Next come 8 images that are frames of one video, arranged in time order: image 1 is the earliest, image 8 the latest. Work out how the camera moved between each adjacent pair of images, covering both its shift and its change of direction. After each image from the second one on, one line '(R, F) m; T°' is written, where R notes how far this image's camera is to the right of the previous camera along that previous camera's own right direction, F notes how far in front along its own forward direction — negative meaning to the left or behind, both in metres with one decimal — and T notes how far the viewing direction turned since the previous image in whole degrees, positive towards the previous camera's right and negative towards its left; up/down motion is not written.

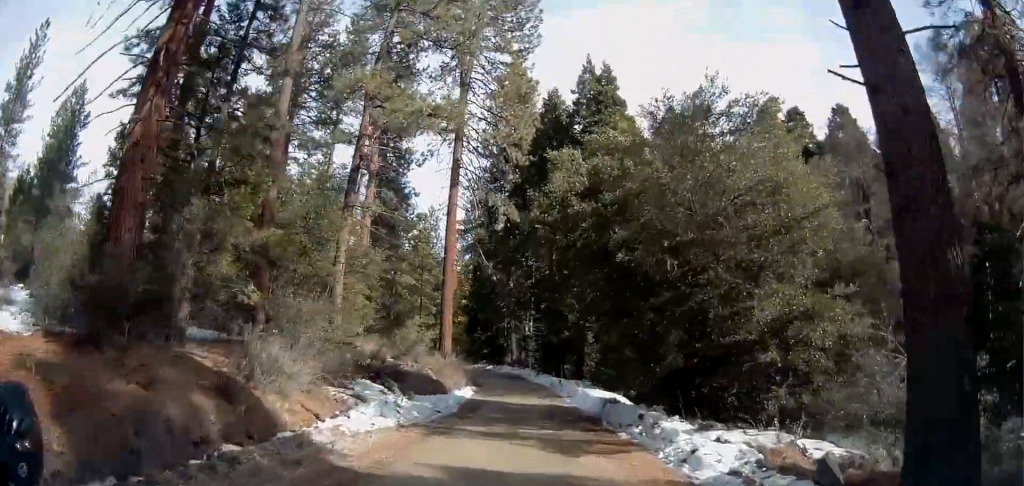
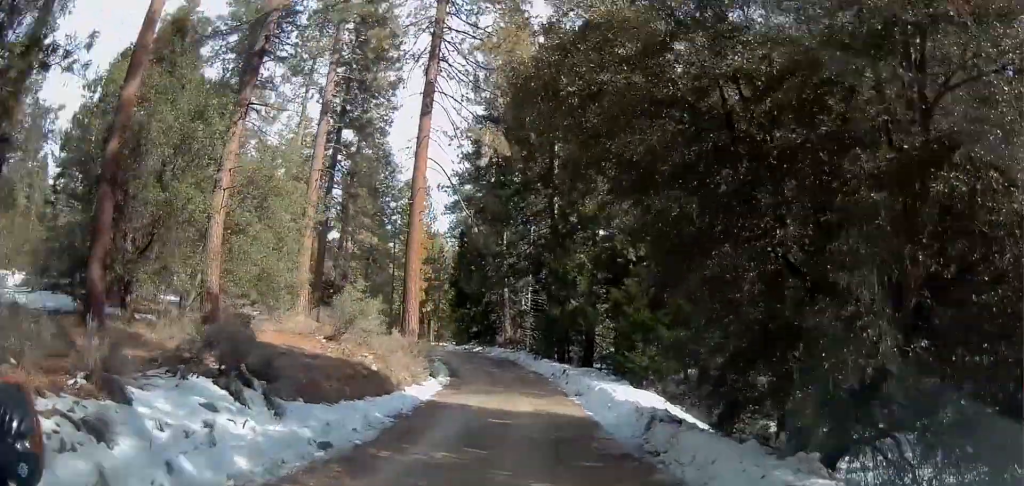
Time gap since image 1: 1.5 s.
(+0.4, +9.8) m; +3°
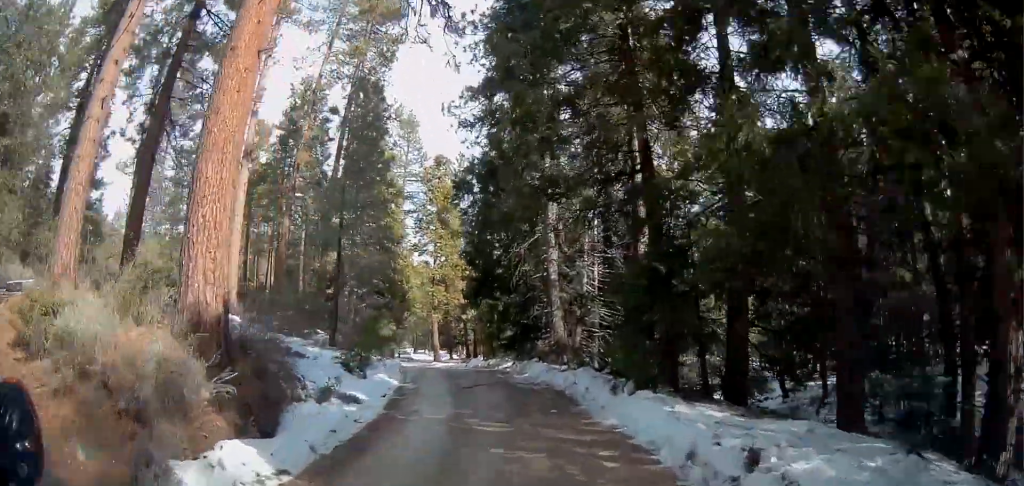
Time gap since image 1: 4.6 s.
(-0.7, +20.8) m; -6°
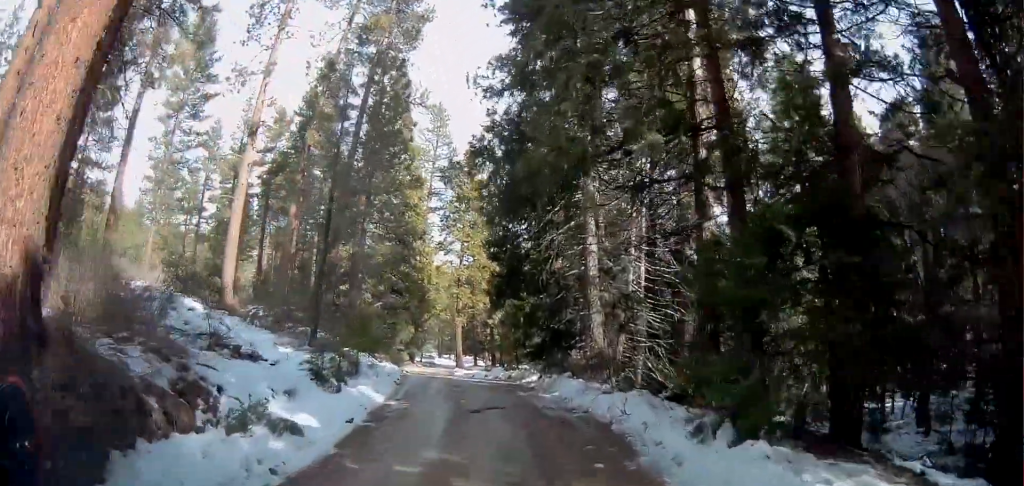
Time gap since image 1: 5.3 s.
(-0.1, +5.1) m; -3°
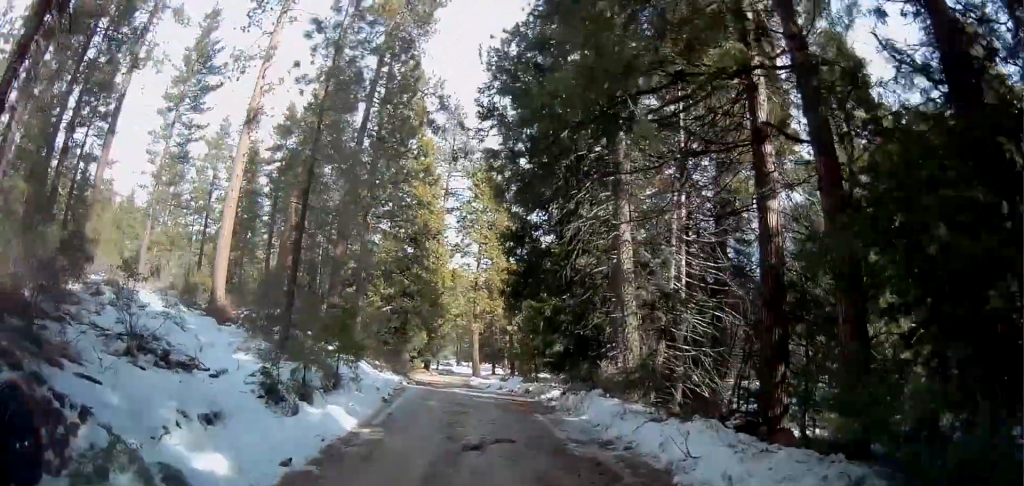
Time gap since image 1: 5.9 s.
(-0.1, +3.7) m; -4°
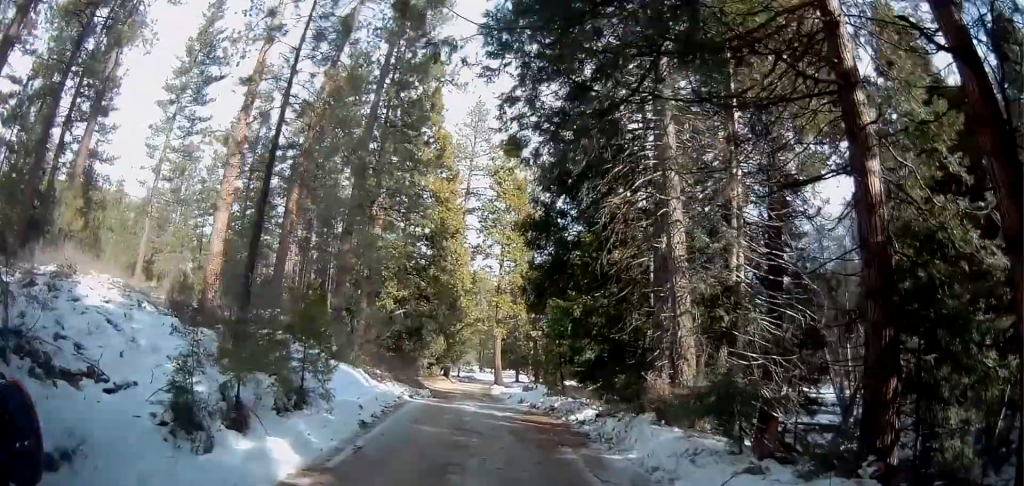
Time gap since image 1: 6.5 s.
(-0.1, +3.8) m; -4°
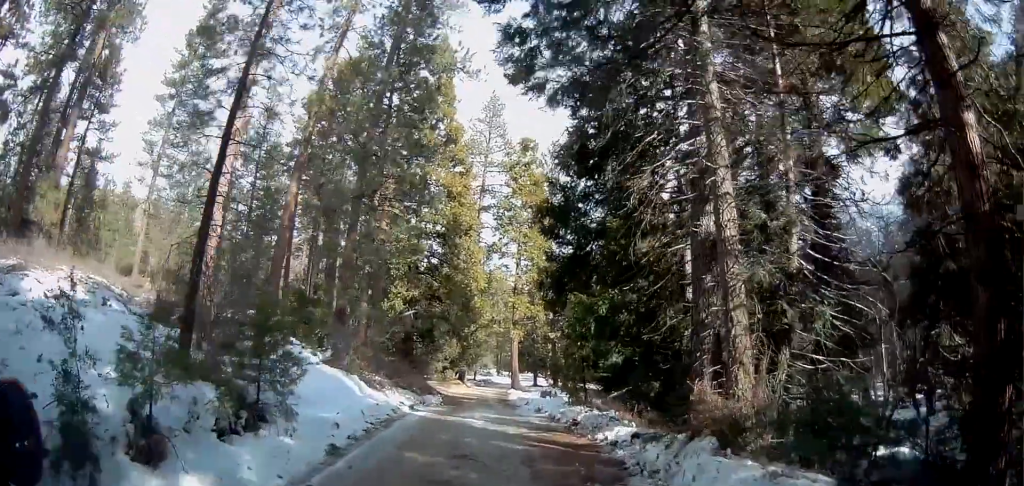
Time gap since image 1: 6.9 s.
(-0.2, +2.6) m; -2°
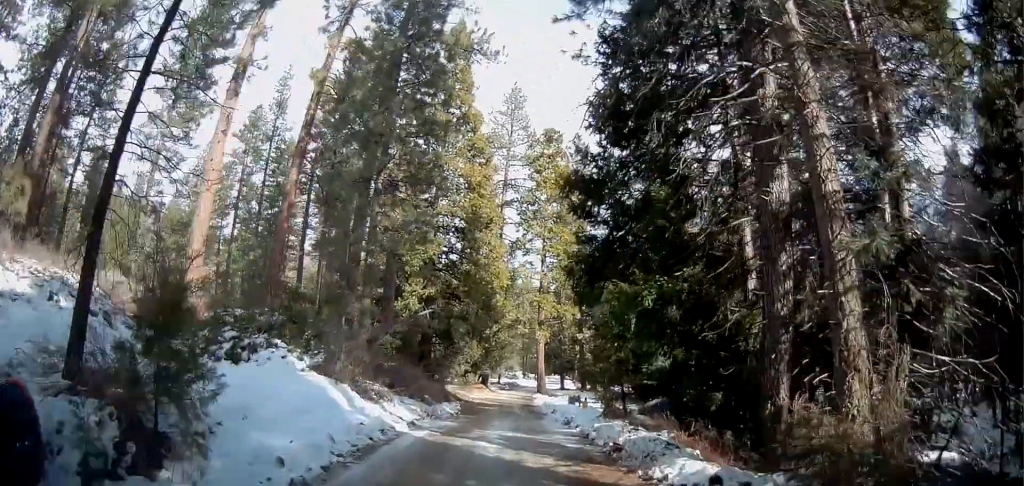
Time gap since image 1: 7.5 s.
(-0.1, +3.4) m; -2°
